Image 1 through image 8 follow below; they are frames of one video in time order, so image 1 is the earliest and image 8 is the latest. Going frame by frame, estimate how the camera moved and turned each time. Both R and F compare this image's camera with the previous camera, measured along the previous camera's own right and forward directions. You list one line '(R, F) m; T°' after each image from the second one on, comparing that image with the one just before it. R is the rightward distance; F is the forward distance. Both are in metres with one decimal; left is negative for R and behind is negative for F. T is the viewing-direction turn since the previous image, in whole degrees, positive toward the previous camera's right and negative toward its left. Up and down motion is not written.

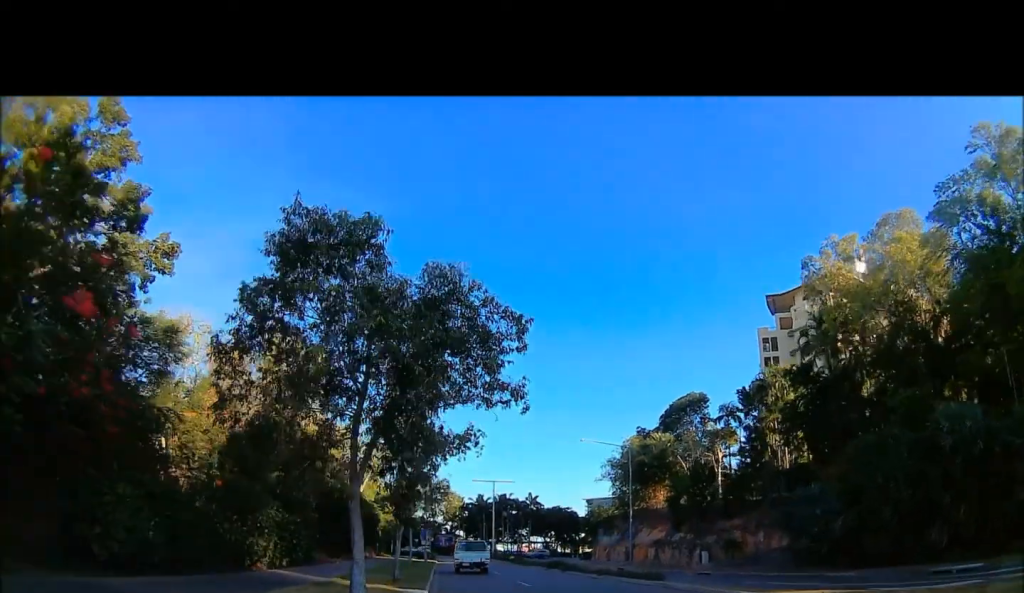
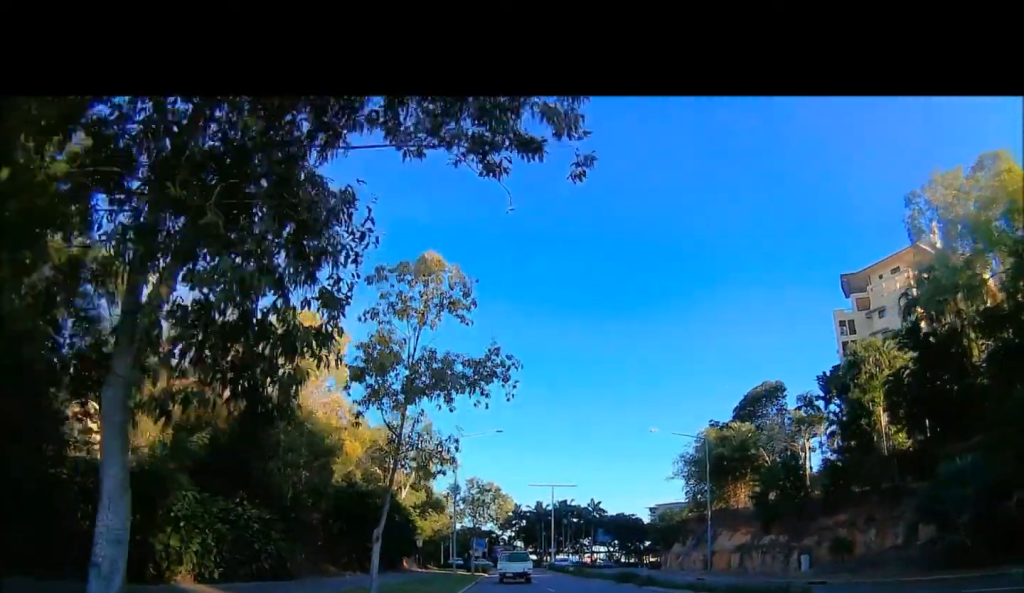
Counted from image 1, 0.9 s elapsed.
(0.0, +8.3) m; 0°
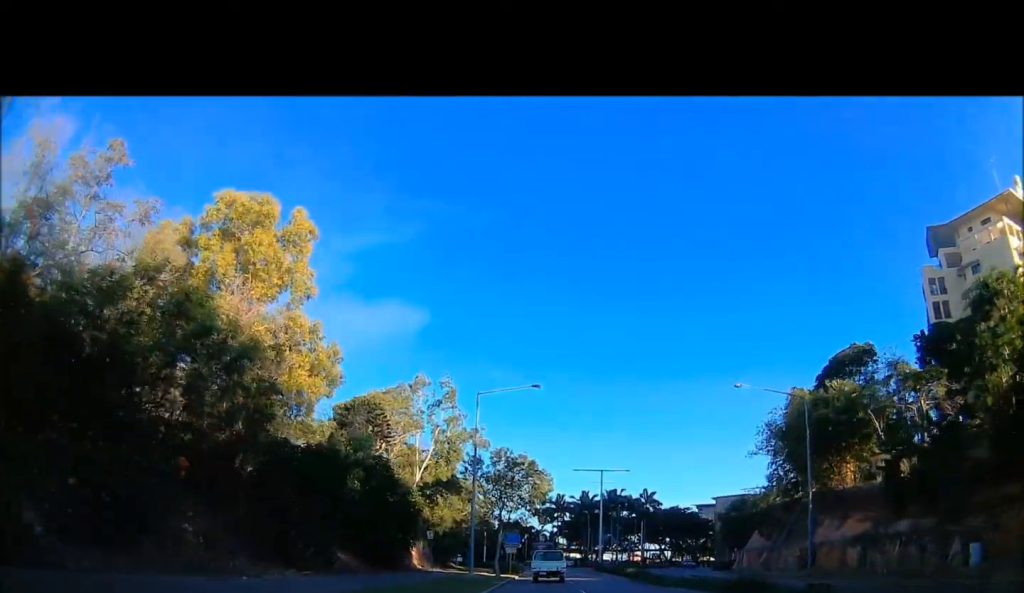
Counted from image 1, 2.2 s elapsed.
(0.0, +12.2) m; 0°
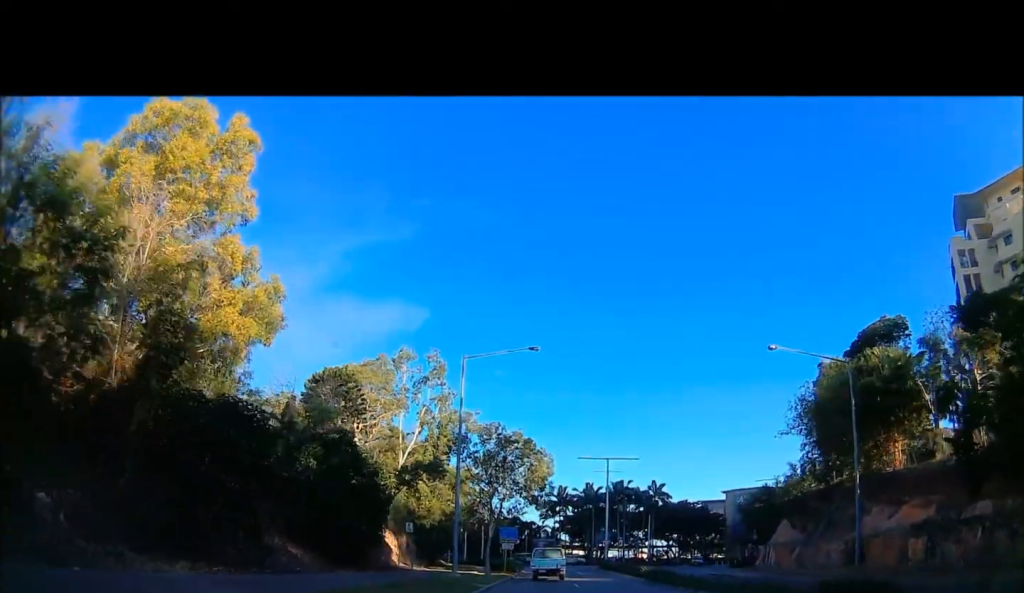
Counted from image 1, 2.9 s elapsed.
(0.0, +5.8) m; 0°
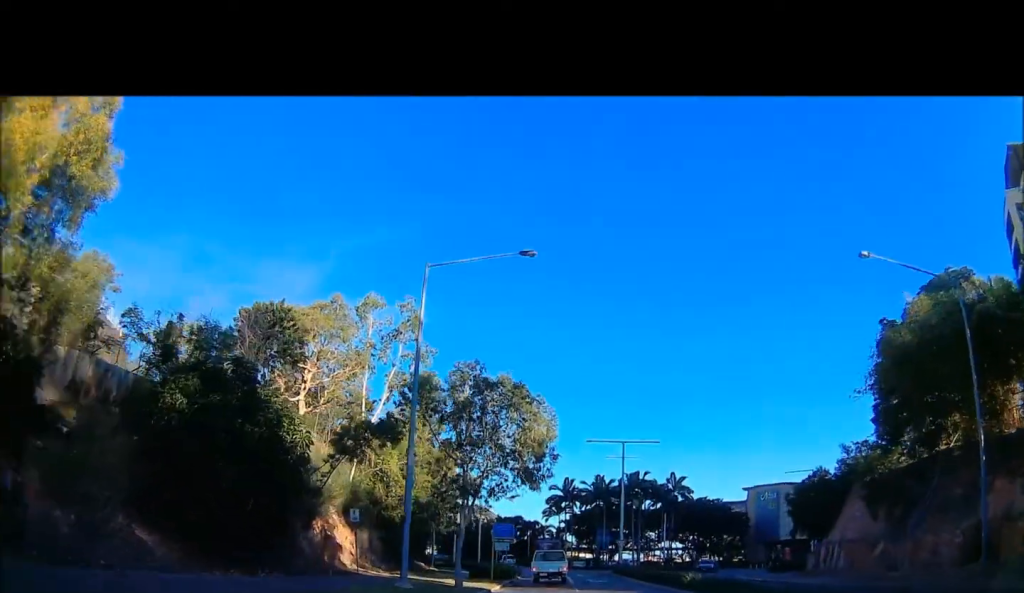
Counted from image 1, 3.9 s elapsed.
(0.0, +9.4) m; 0°
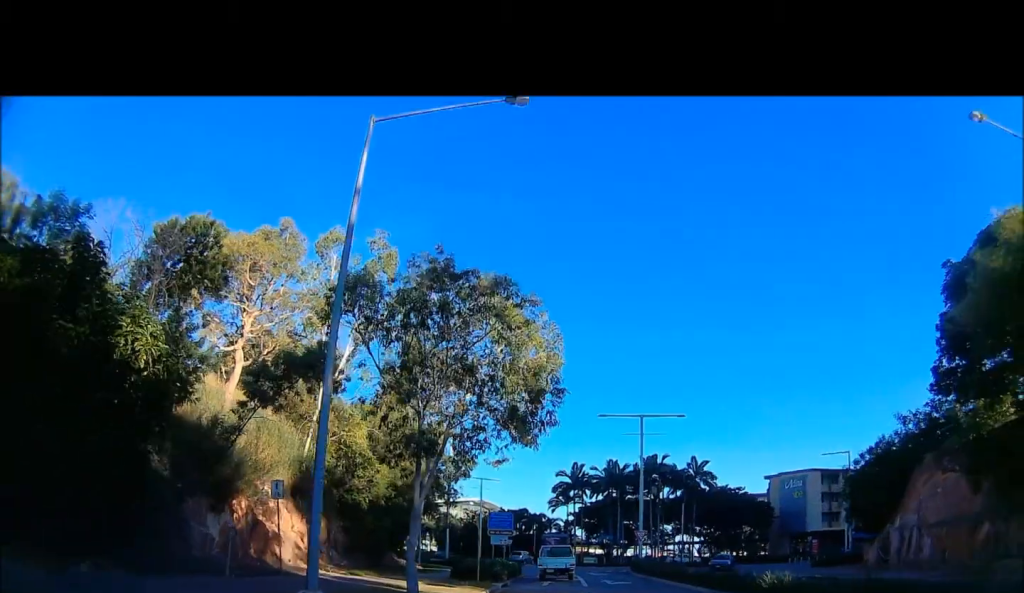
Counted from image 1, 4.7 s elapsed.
(0.0, +6.9) m; 0°
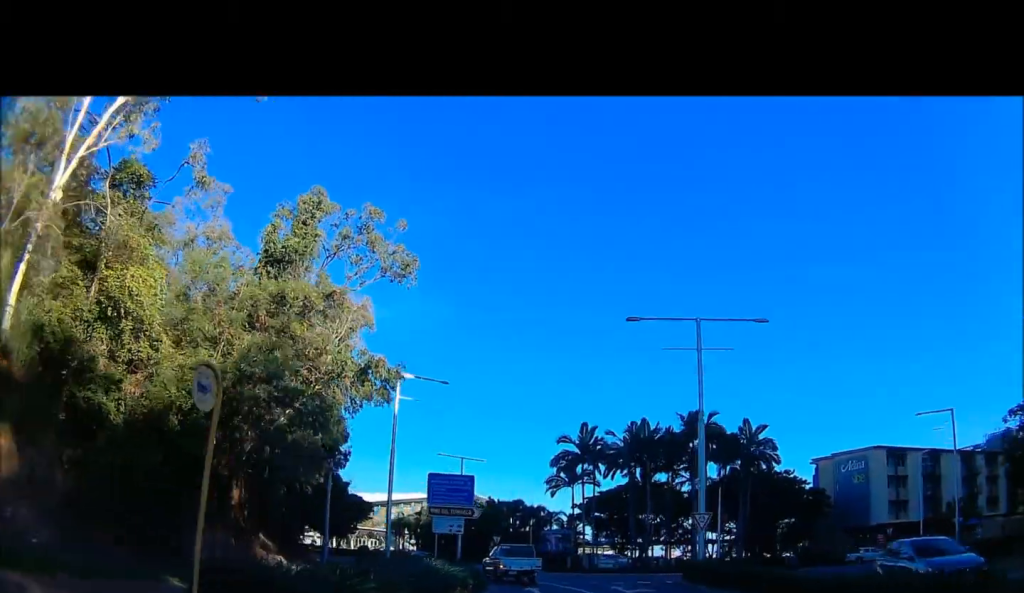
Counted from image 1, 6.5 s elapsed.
(0.0, +16.2) m; 0°
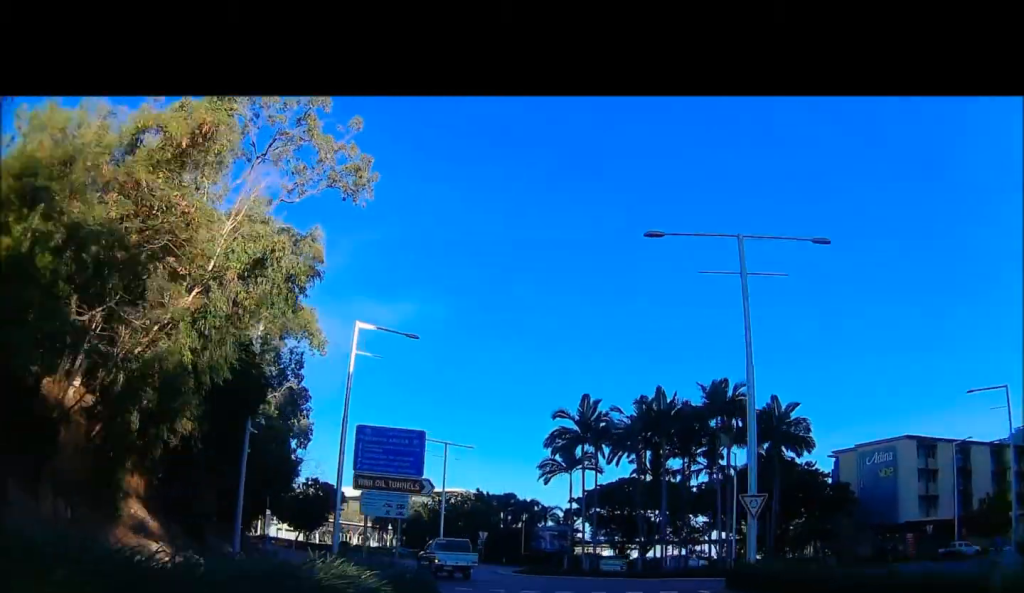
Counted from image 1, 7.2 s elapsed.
(0.0, +6.8) m; 0°
